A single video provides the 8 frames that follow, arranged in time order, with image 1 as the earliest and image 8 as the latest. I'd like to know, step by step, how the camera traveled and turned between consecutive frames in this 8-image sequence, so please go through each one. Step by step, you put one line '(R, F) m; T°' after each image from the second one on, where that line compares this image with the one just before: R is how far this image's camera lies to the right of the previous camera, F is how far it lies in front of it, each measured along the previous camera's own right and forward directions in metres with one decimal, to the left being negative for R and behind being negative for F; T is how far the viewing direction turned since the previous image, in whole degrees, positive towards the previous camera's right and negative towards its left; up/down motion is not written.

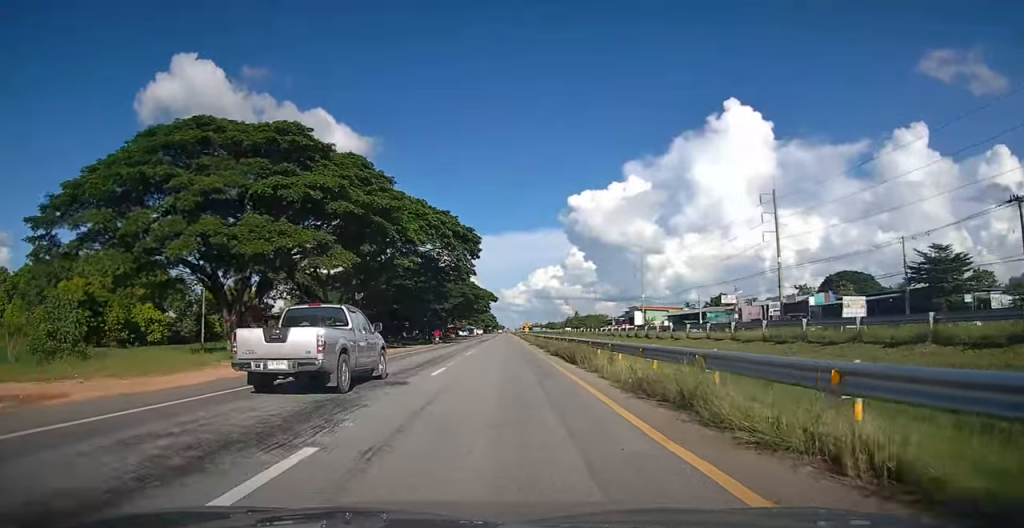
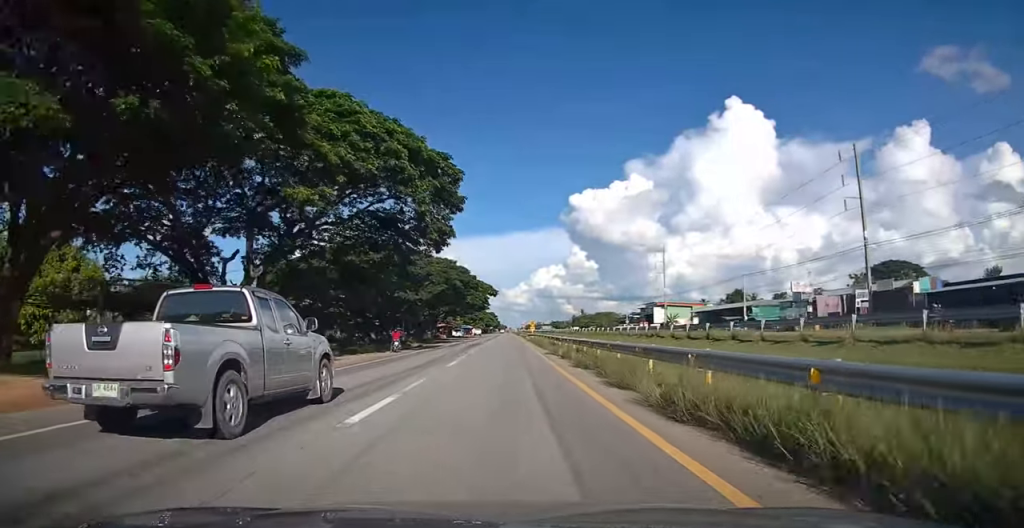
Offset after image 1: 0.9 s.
(0.0, +19.6) m; 0°
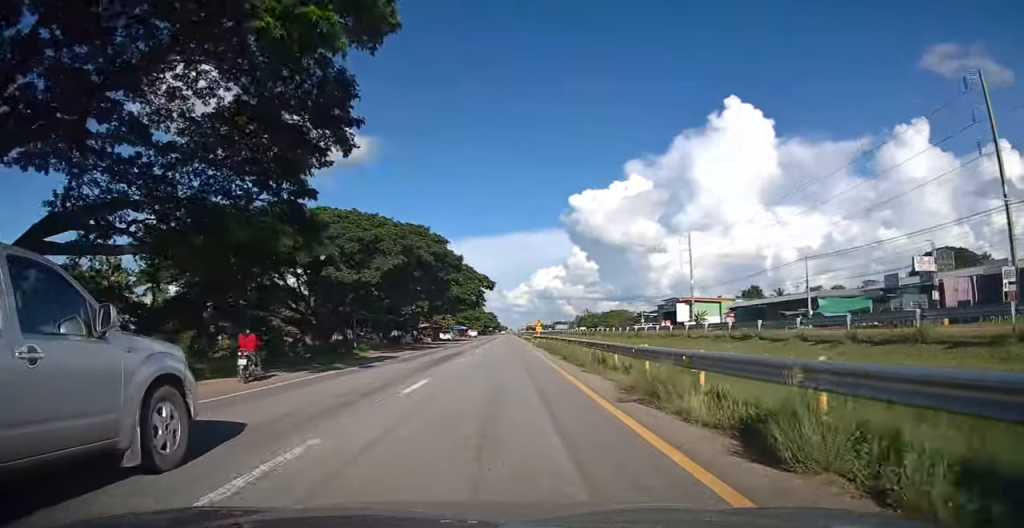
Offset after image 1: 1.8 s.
(0.0, +19.5) m; 0°
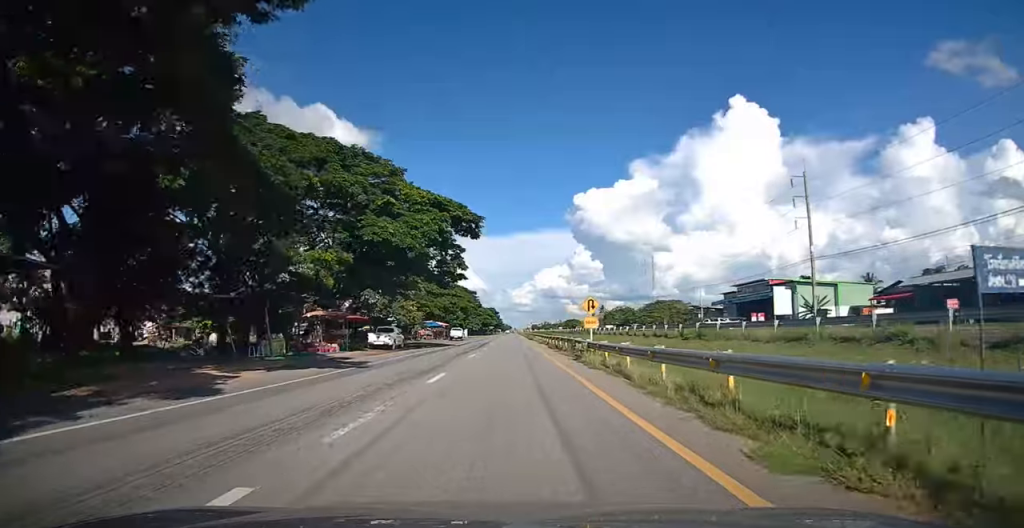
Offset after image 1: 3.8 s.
(-0.1, +45.0) m; -1°
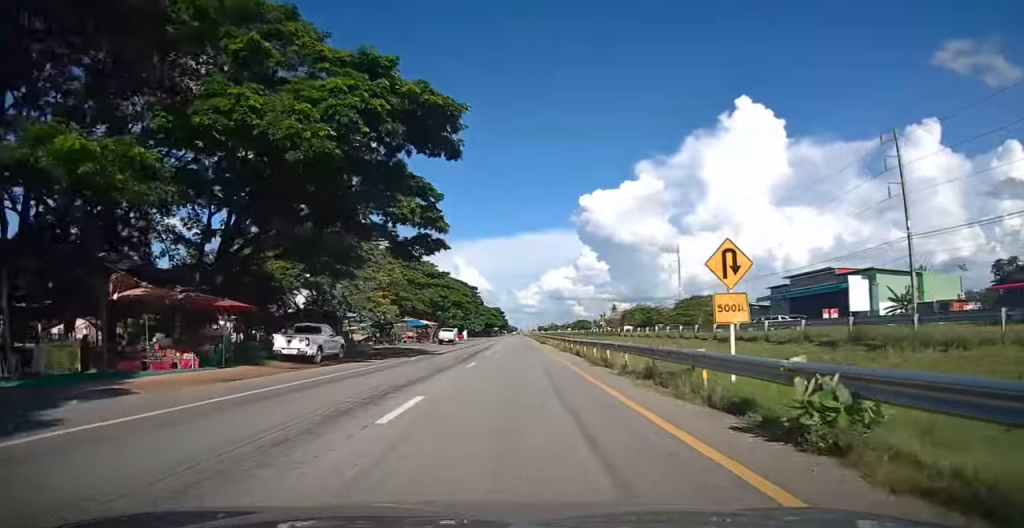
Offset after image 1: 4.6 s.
(0.0, +17.7) m; -1°
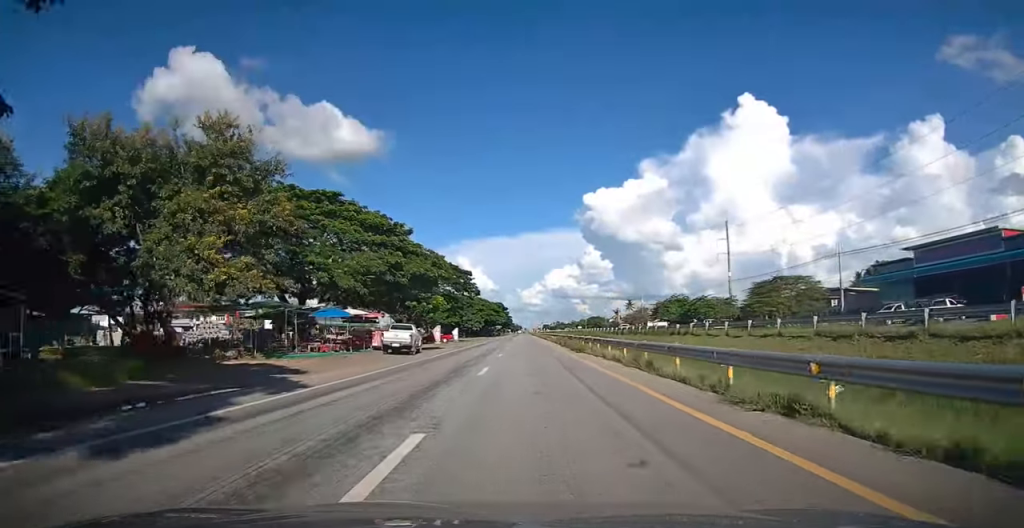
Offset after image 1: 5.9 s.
(-0.2, +27.6) m; 0°
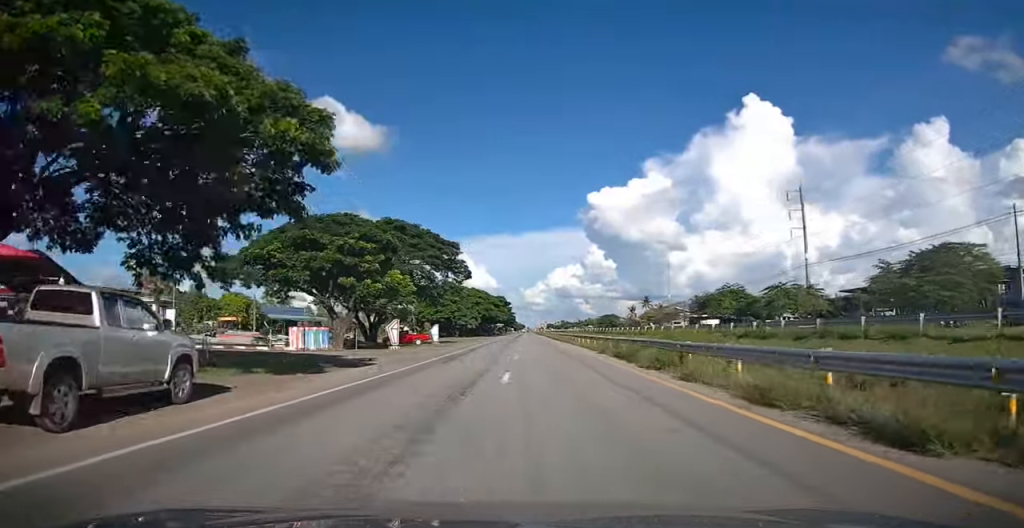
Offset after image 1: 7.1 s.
(+0.1, +27.0) m; 0°
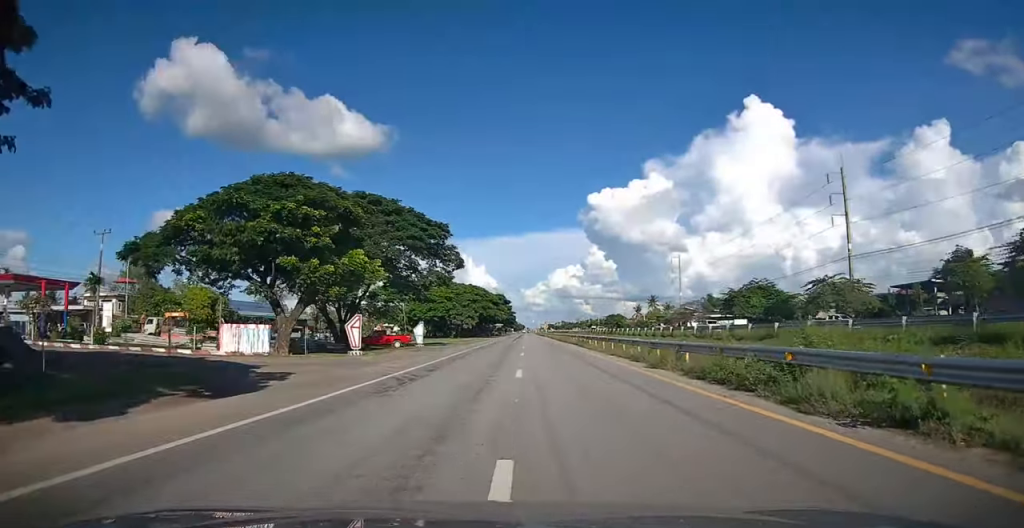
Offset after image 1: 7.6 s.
(0.0, +10.7) m; 0°
